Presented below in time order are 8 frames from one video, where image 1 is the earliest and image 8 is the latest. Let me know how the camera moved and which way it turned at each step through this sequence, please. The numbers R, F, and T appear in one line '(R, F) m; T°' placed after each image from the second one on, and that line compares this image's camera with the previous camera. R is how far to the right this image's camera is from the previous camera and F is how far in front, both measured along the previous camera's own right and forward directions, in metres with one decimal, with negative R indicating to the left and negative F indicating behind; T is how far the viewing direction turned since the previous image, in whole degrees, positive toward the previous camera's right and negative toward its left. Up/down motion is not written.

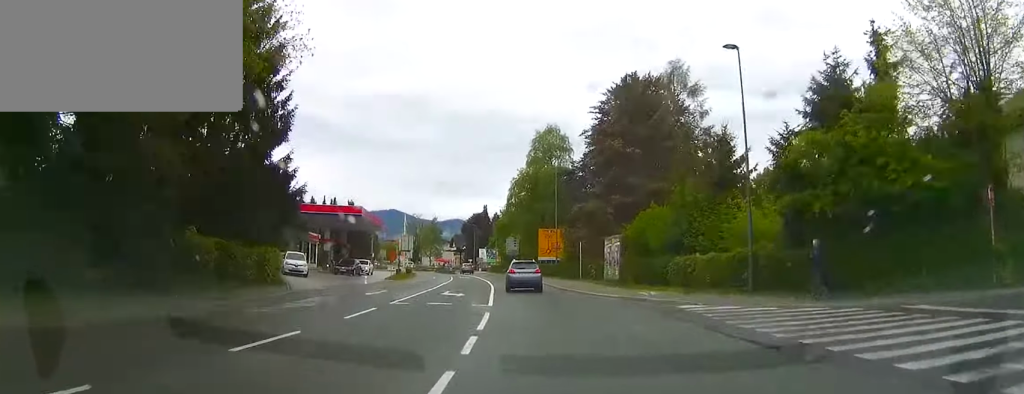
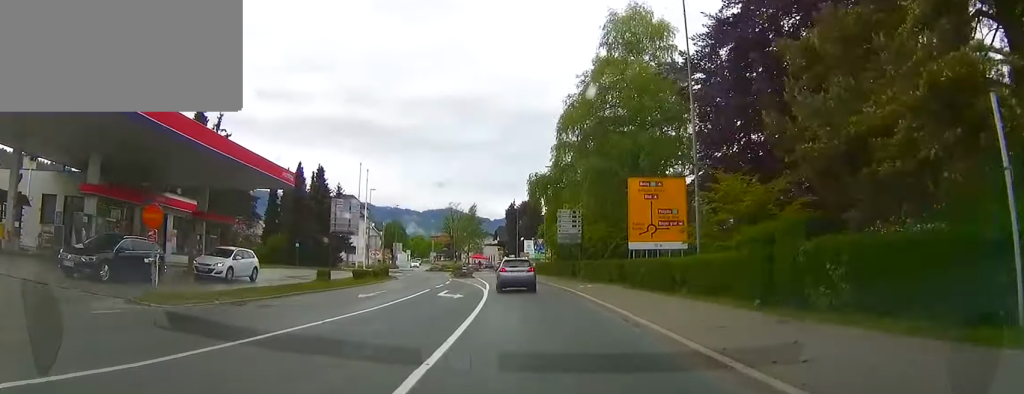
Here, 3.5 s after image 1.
(-1.4, +34.8) m; -5°
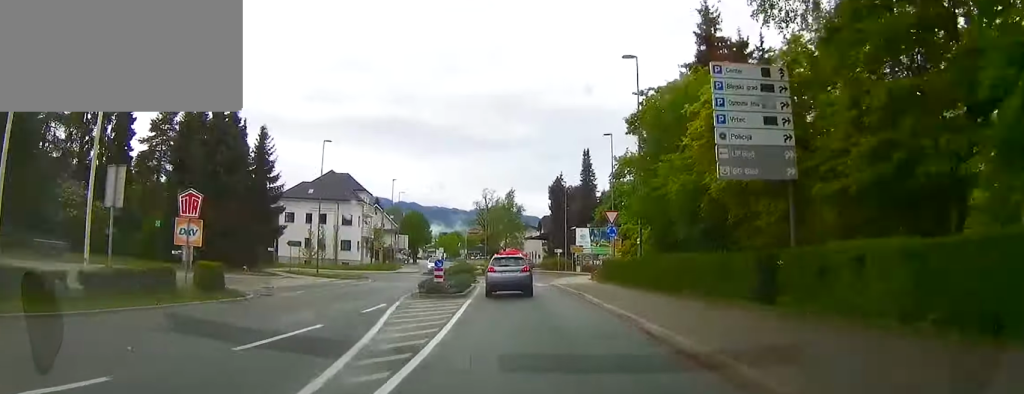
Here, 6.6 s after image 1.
(-1.2, +27.3) m; -5°
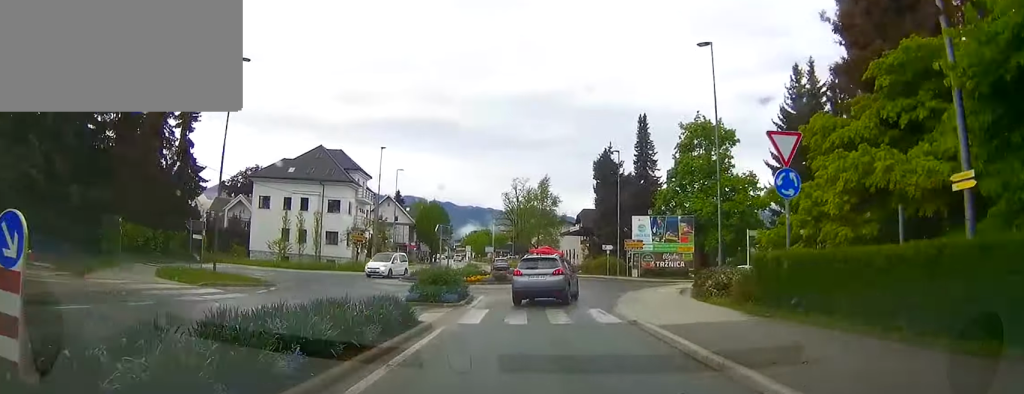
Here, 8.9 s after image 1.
(-0.6, +17.8) m; -1°
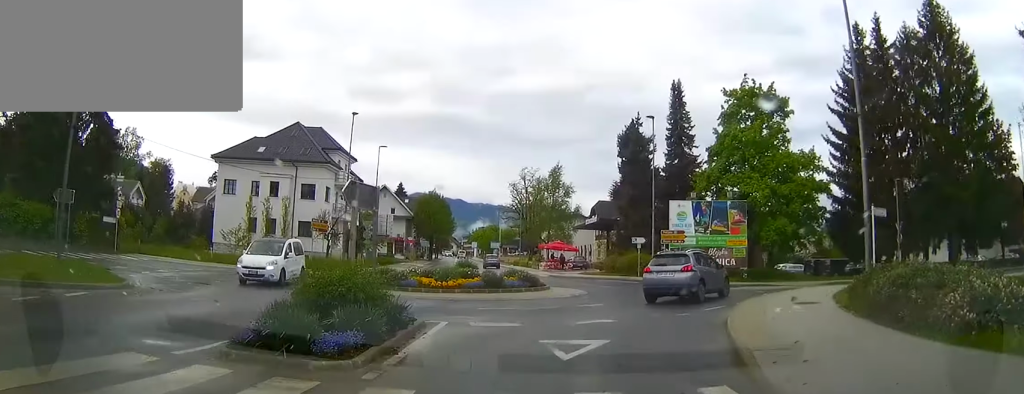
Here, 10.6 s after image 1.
(-0.5, +12.0) m; +1°
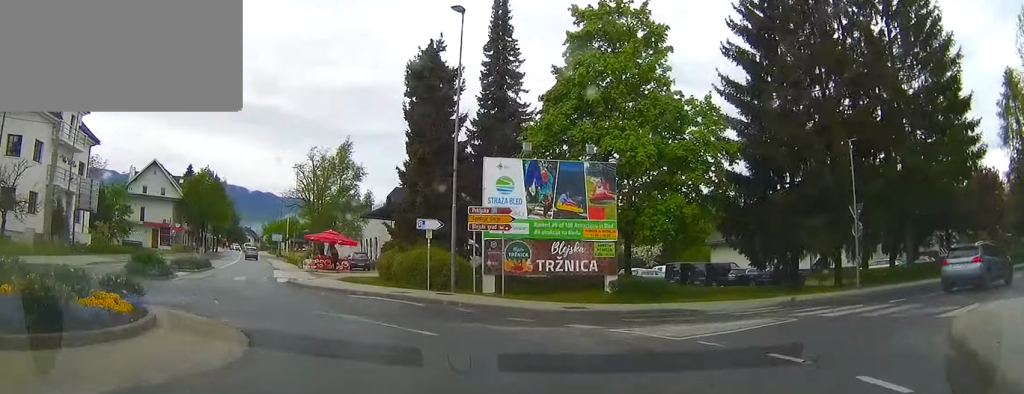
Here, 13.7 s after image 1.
(+1.2, +19.9) m; -4°
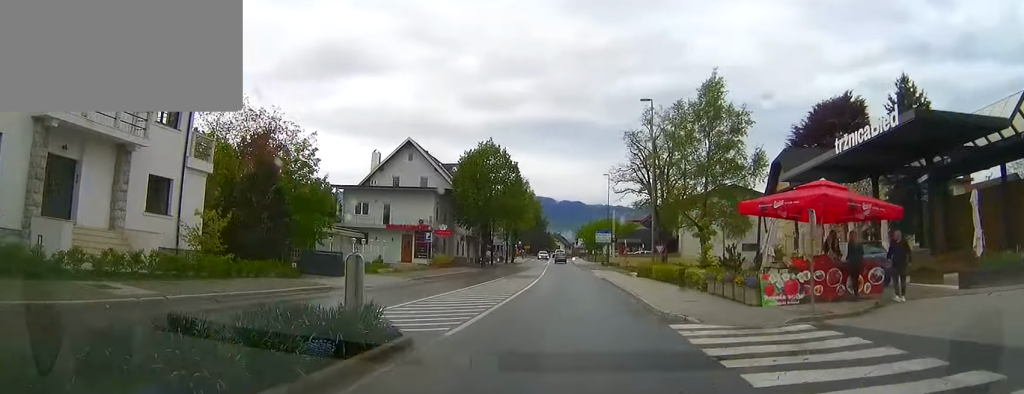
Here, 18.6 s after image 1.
(-5.8, +33.6) m; -12°
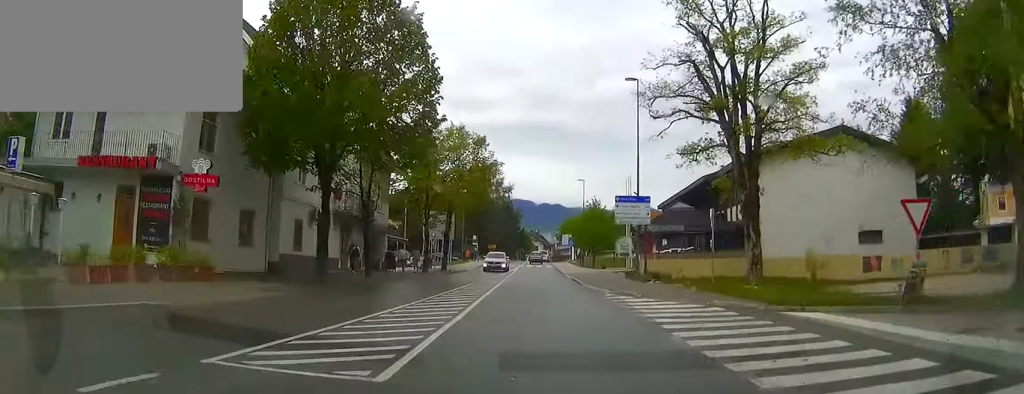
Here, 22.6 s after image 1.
(-0.4, +33.8) m; +1°
